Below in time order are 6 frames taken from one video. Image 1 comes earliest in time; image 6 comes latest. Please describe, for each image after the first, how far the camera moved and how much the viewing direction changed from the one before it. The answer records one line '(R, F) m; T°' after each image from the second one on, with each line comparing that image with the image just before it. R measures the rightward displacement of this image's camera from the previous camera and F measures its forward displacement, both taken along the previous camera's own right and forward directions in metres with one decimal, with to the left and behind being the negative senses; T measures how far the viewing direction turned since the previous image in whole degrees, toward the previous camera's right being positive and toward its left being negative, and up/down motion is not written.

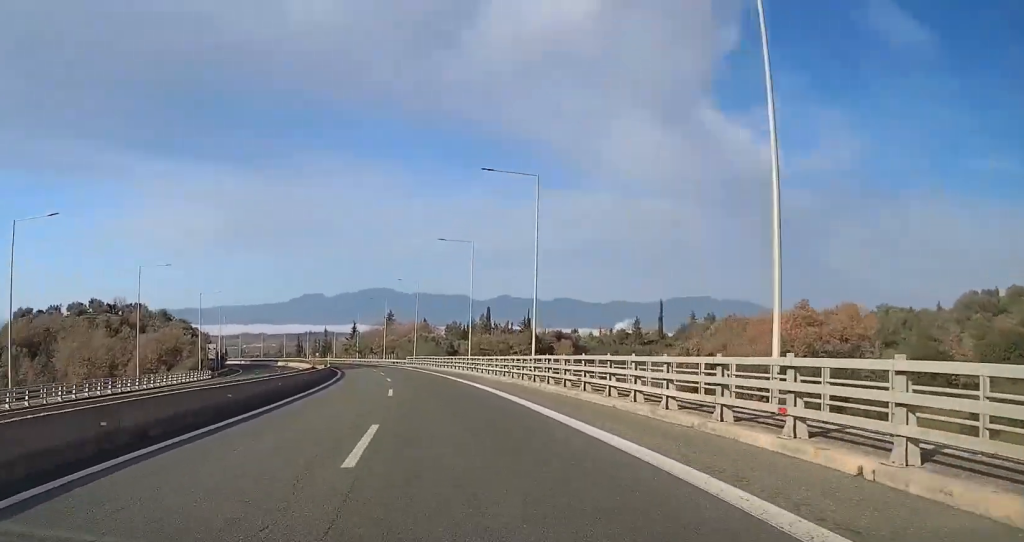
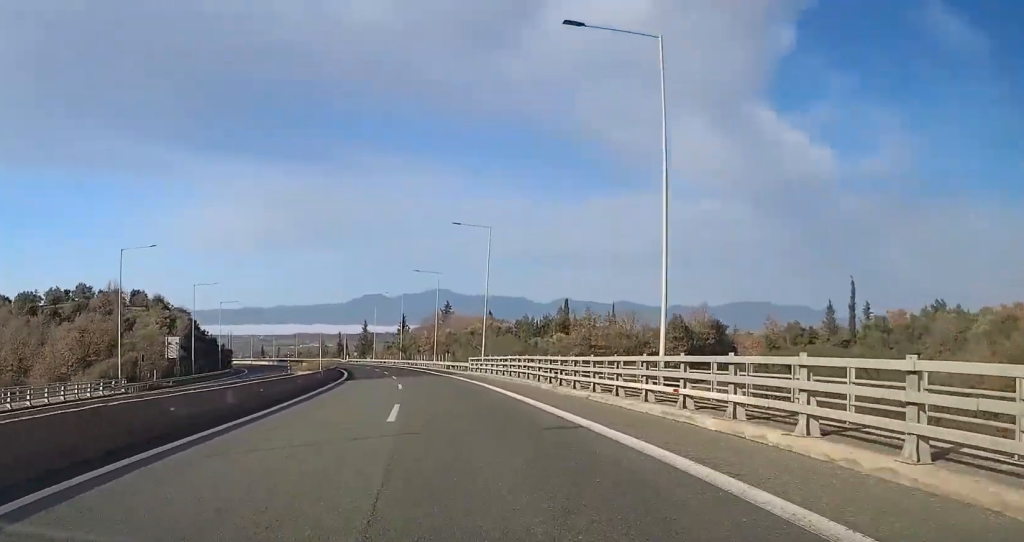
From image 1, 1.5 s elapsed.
(-2.0, +47.4) m; -5°
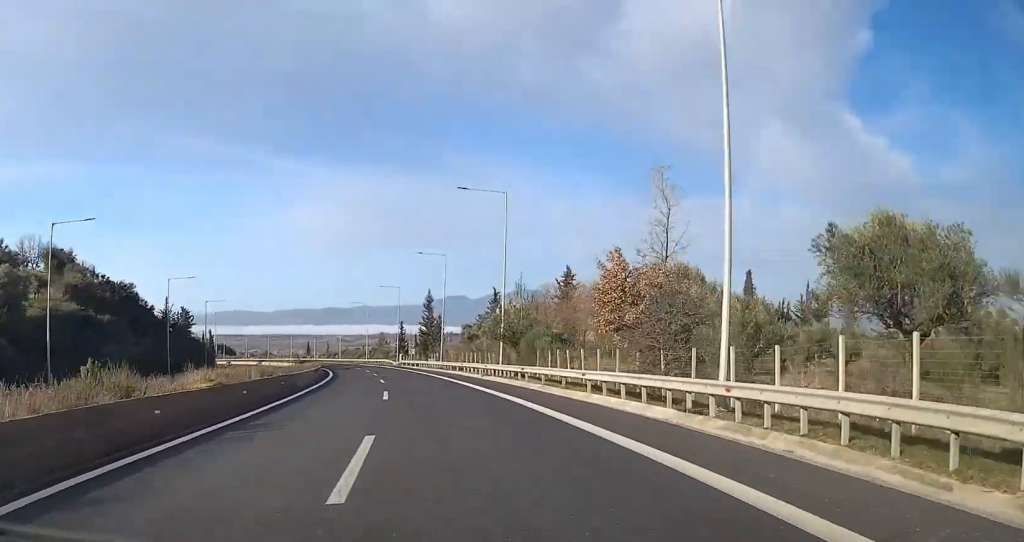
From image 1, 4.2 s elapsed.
(-4.7, +80.7) m; -6°
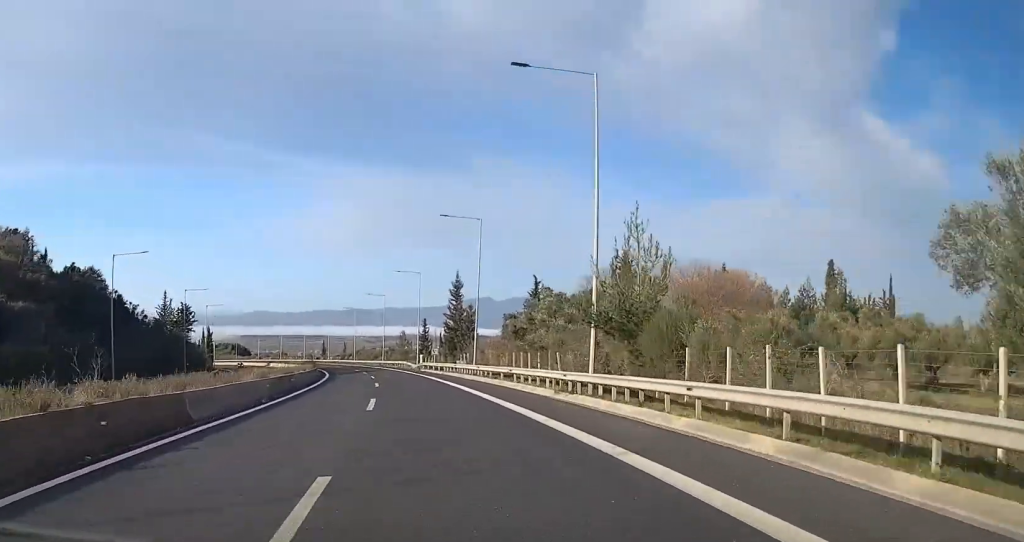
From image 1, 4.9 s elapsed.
(-0.3, +22.5) m; -1°
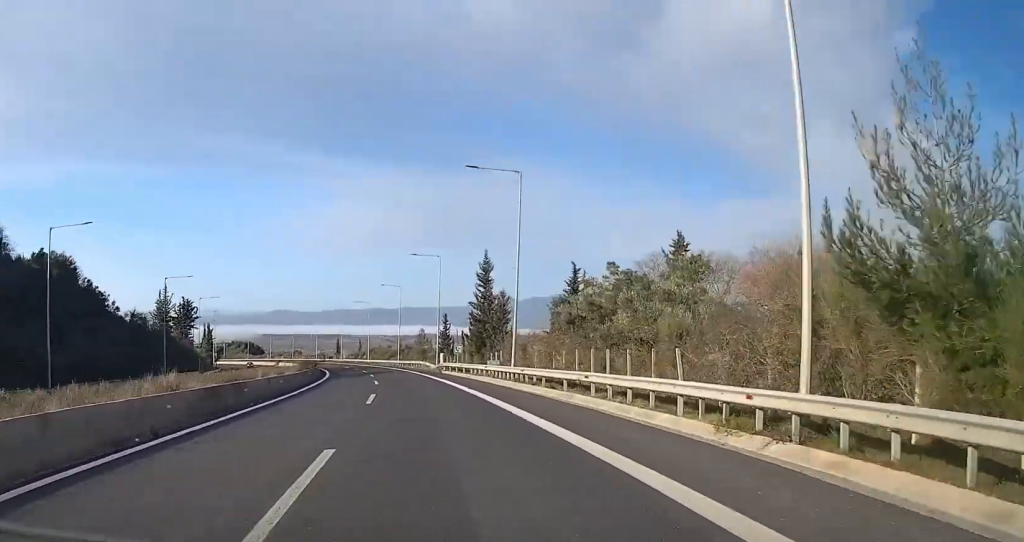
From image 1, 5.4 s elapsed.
(0.0, +15.4) m; -1°
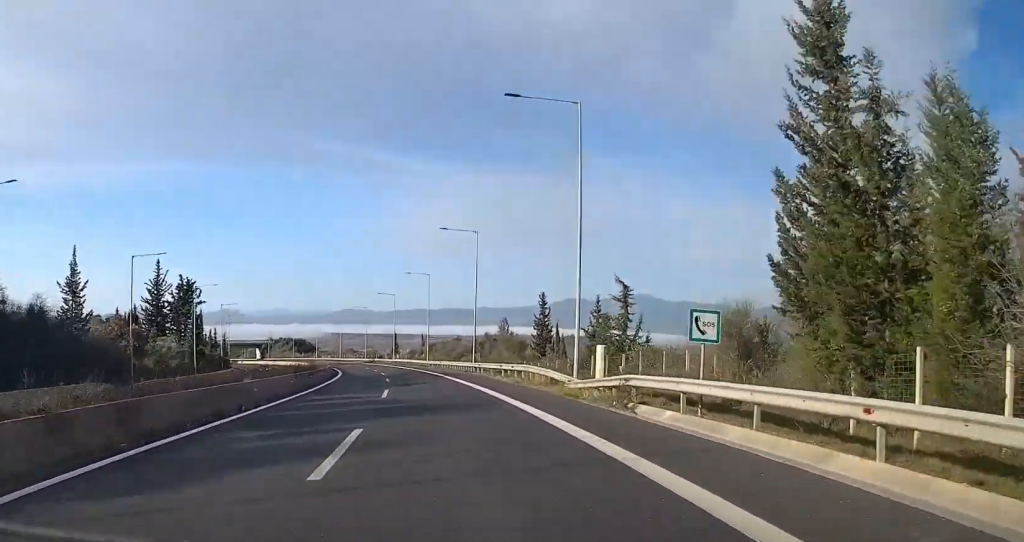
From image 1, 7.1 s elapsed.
(-2.1, +50.8) m; -5°
